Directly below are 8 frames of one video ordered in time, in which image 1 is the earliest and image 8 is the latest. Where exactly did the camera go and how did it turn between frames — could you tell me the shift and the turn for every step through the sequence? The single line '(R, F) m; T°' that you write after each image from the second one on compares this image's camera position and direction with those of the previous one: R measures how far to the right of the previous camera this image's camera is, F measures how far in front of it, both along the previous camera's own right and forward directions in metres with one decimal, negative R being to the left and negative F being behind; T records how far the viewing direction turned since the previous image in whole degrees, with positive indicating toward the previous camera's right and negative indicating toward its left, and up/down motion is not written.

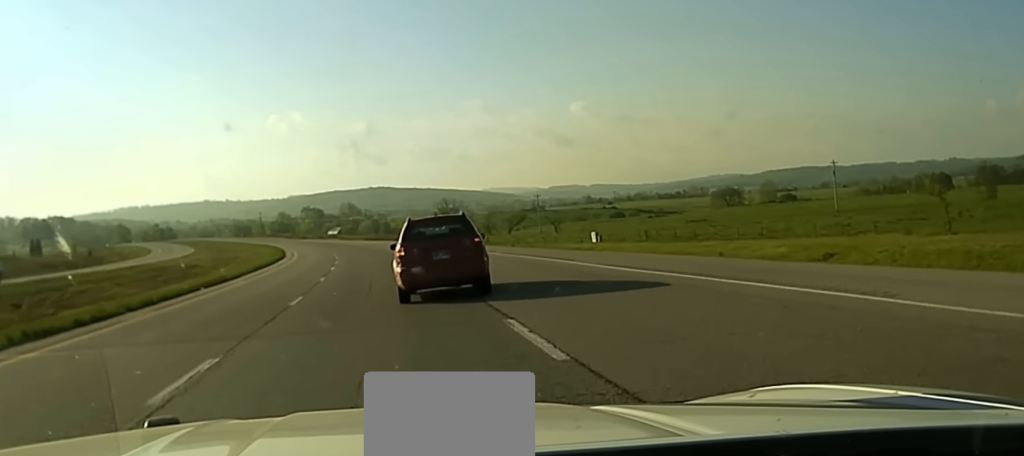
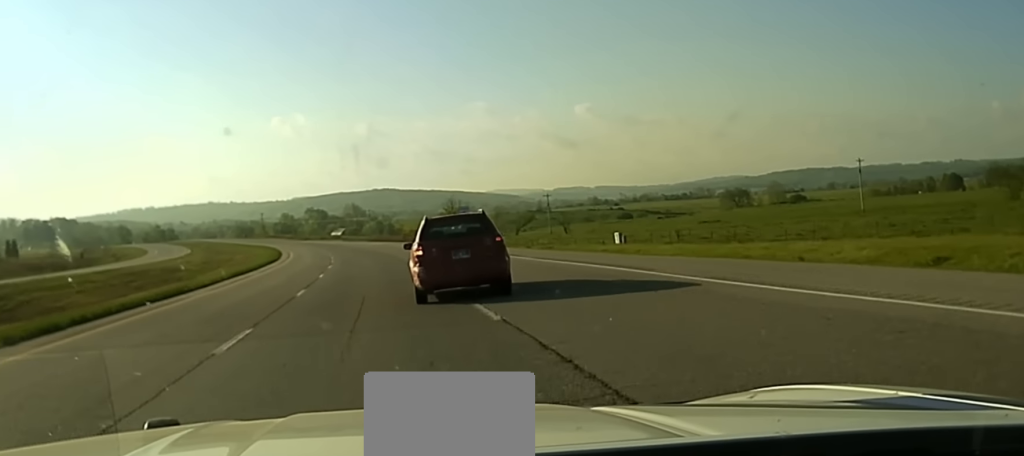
(+0.1, +8.7) m; 0°
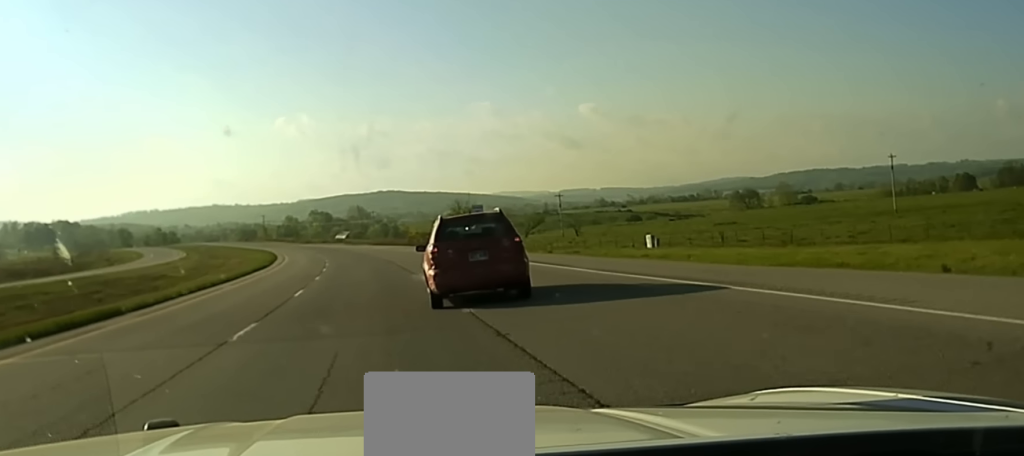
(-0.2, +10.6) m; 0°
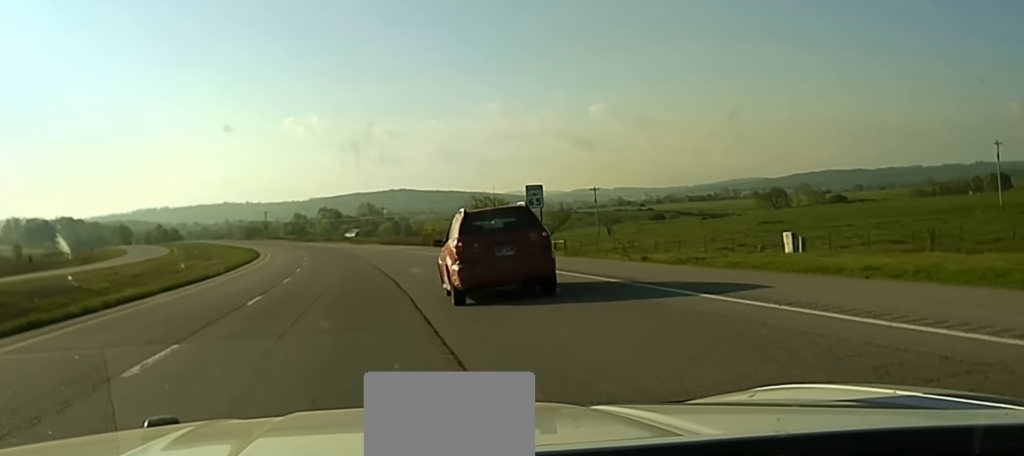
(0.0, +27.7) m; 0°
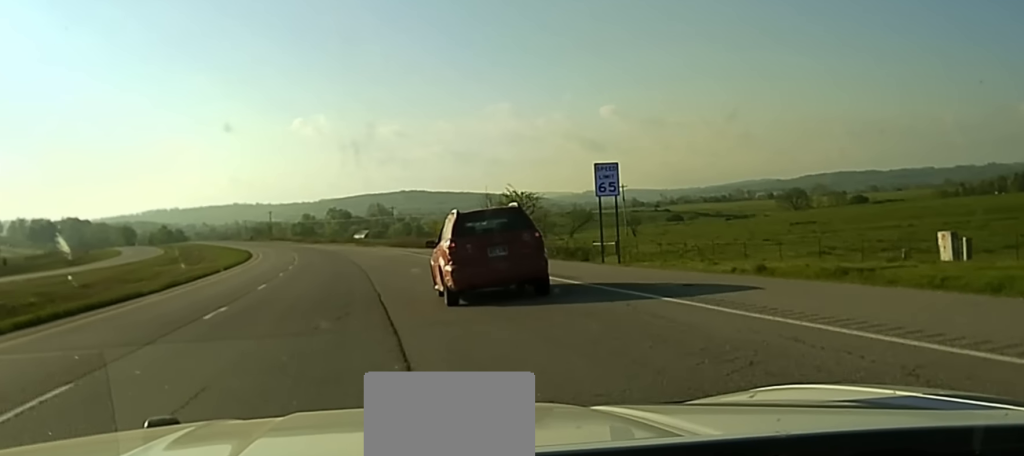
(0.0, +16.6) m; -1°
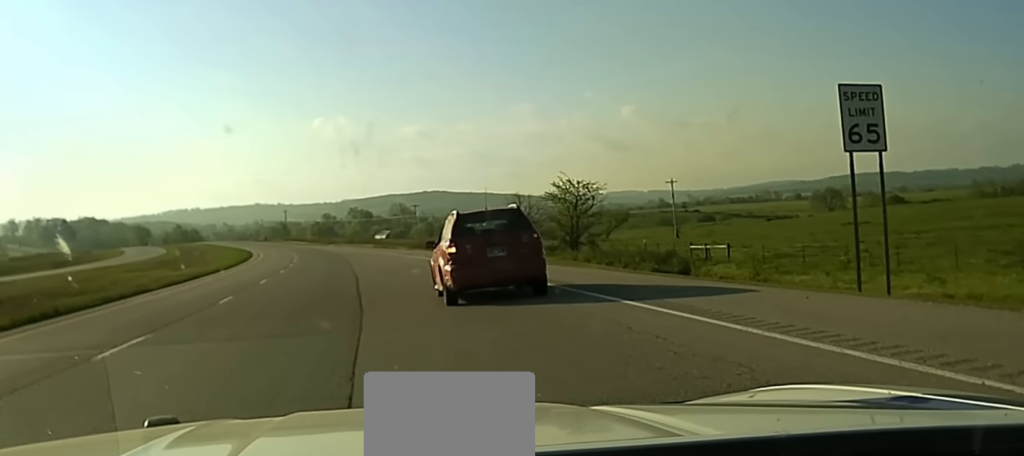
(-0.4, +18.2) m; -1°
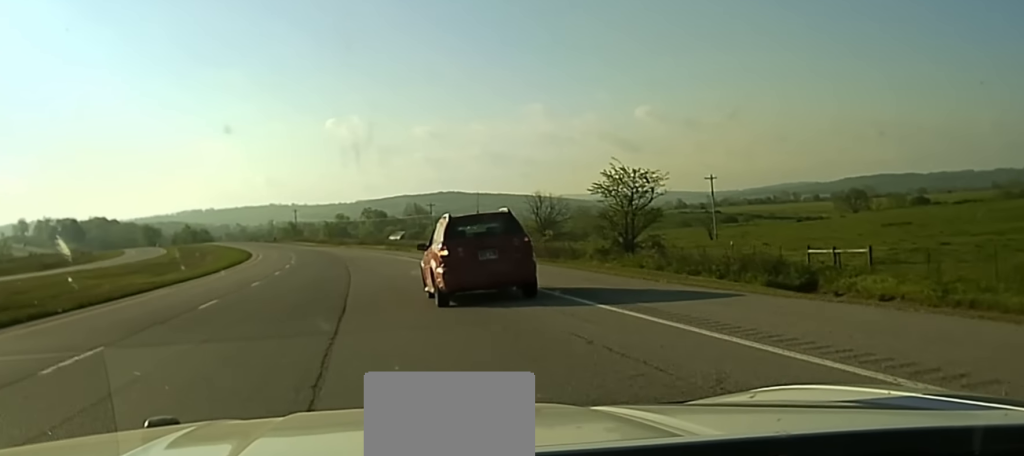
(-0.1, +12.8) m; -1°
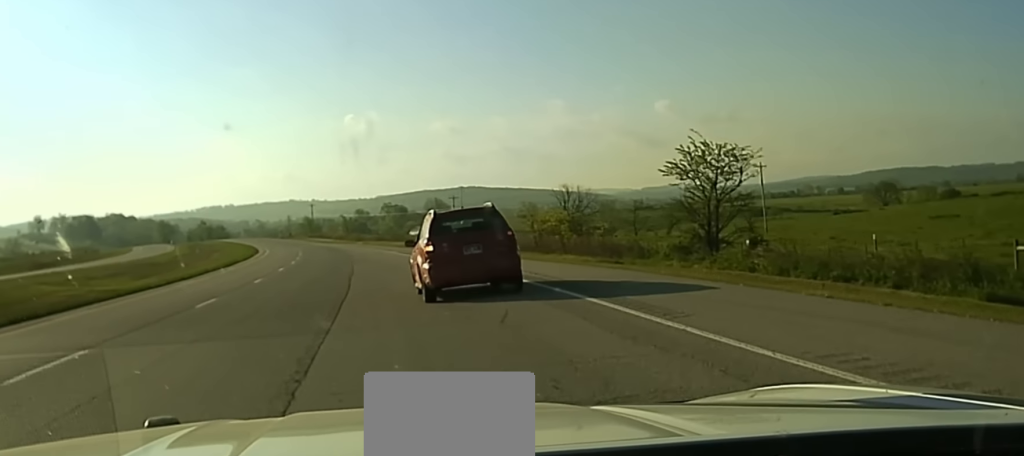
(+0.3, +13.4) m; -1°
